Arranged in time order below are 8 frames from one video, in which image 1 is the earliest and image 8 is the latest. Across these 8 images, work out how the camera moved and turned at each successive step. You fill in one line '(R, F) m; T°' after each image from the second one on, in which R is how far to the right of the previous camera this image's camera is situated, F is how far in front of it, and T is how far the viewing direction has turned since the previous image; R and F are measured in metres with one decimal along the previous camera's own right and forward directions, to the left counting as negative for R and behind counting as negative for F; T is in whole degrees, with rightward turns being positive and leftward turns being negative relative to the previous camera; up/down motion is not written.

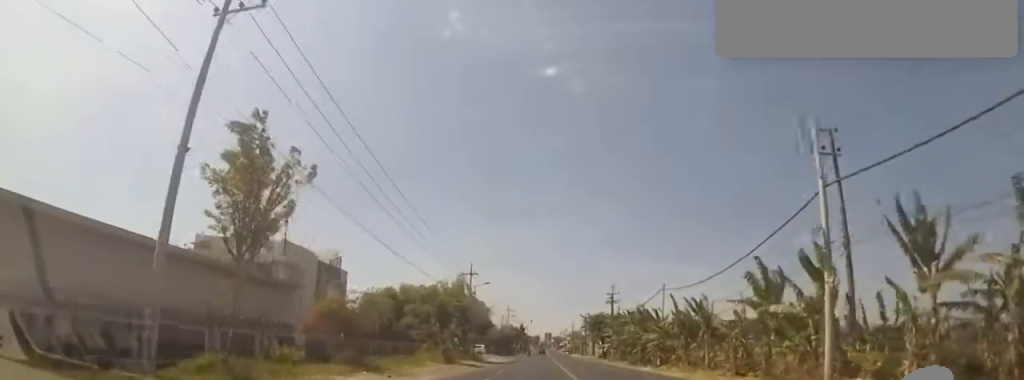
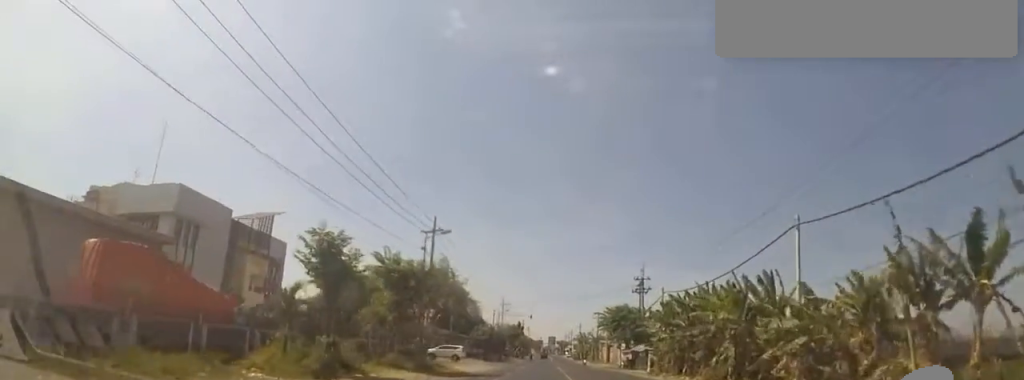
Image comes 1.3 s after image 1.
(+0.4, +22.7) m; 0°
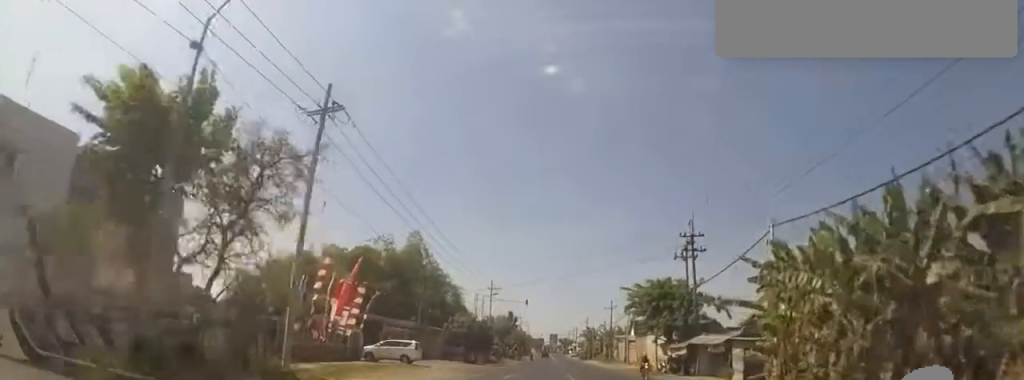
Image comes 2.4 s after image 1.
(0.0, +20.2) m; 0°
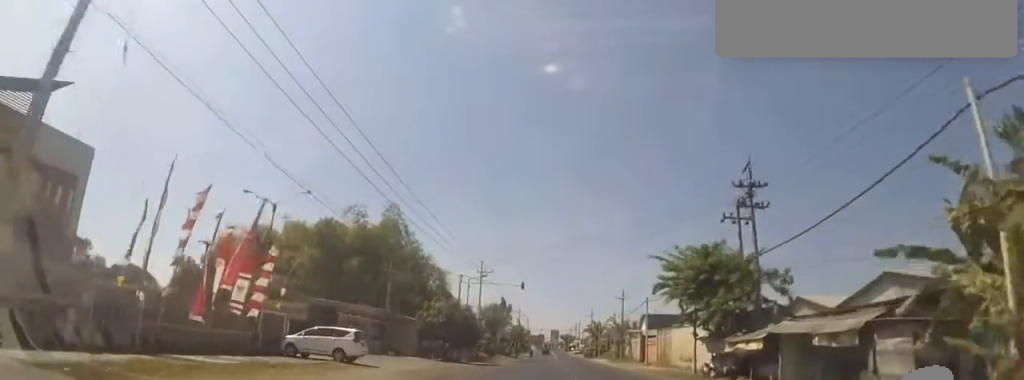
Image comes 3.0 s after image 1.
(+0.2, +11.2) m; 0°
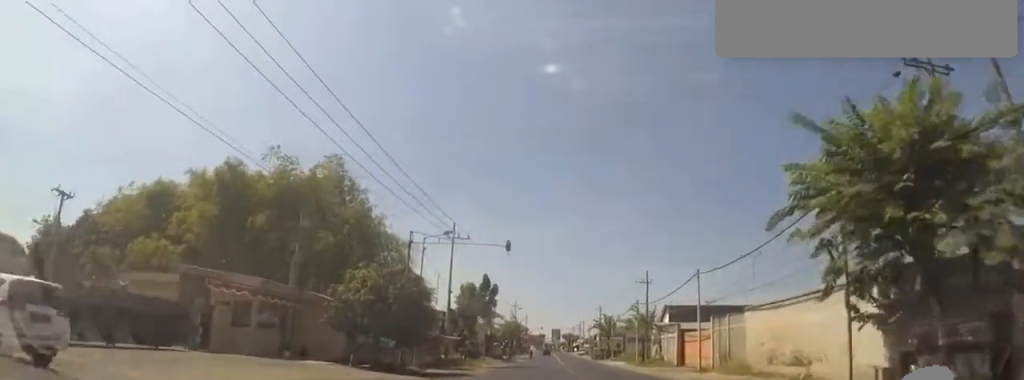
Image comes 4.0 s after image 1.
(-0.7, +16.4) m; -1°
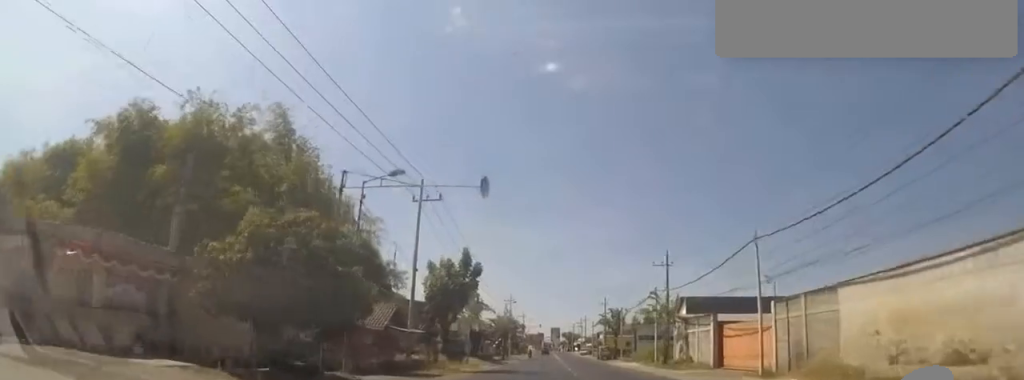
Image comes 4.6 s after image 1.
(+0.4, +9.6) m; +1°
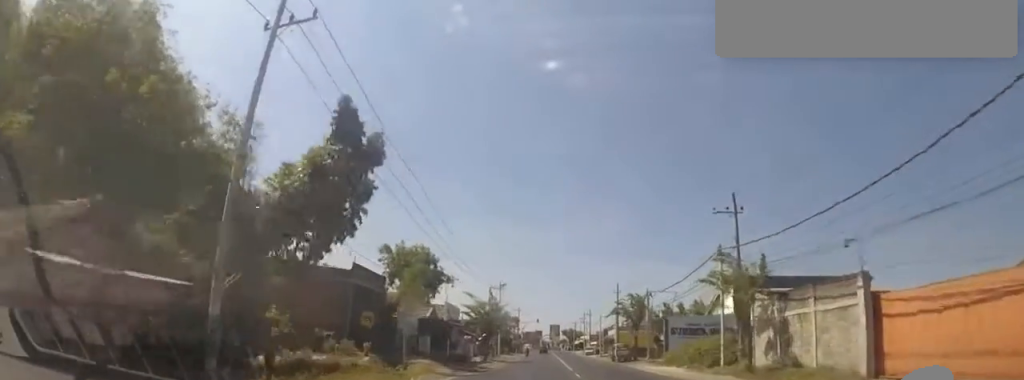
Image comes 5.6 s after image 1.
(-0.1, +17.0) m; +2°
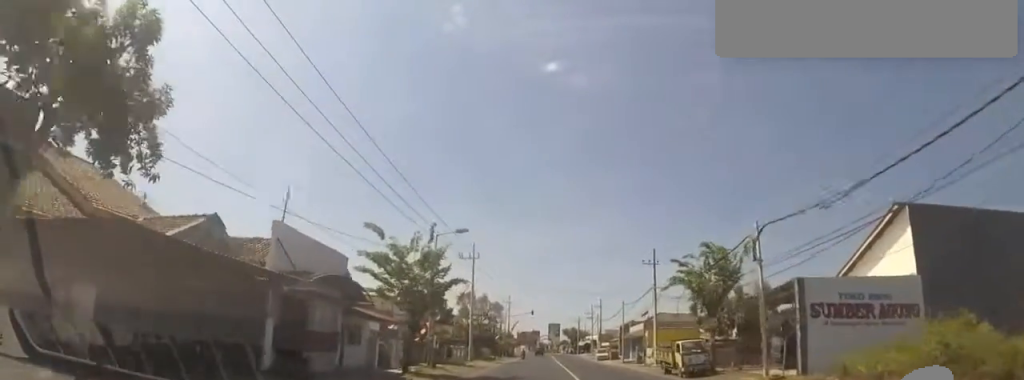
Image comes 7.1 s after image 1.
(+1.0, +24.6) m; +1°
